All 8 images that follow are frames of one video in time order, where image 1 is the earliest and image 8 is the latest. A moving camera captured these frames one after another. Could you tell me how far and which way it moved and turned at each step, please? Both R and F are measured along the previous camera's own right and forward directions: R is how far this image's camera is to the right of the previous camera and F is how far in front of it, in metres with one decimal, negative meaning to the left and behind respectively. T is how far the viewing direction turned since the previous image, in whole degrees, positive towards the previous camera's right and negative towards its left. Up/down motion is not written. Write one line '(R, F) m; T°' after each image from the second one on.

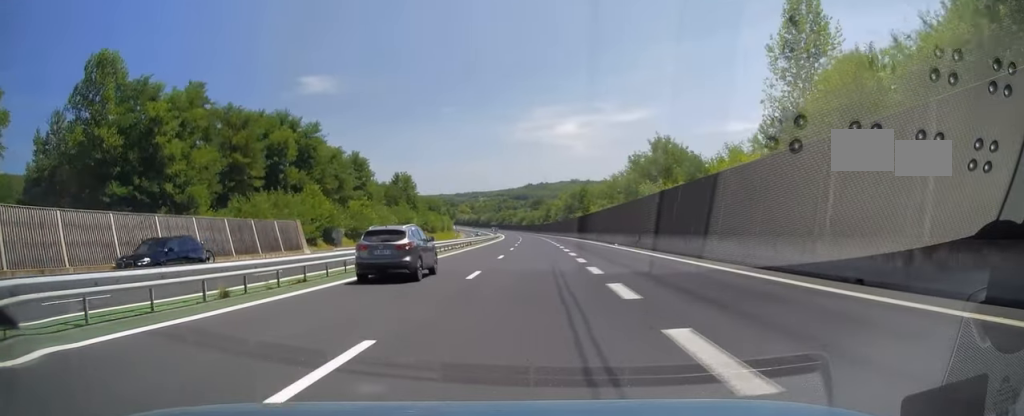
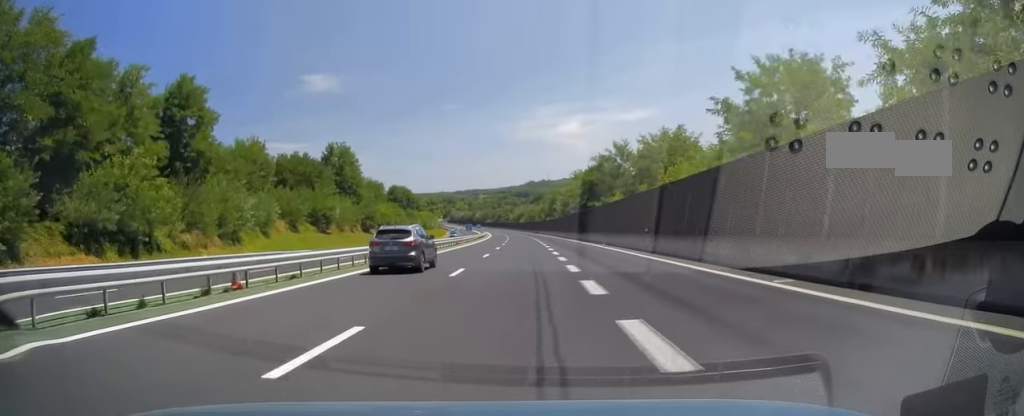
(-0.4, +50.3) m; -1°
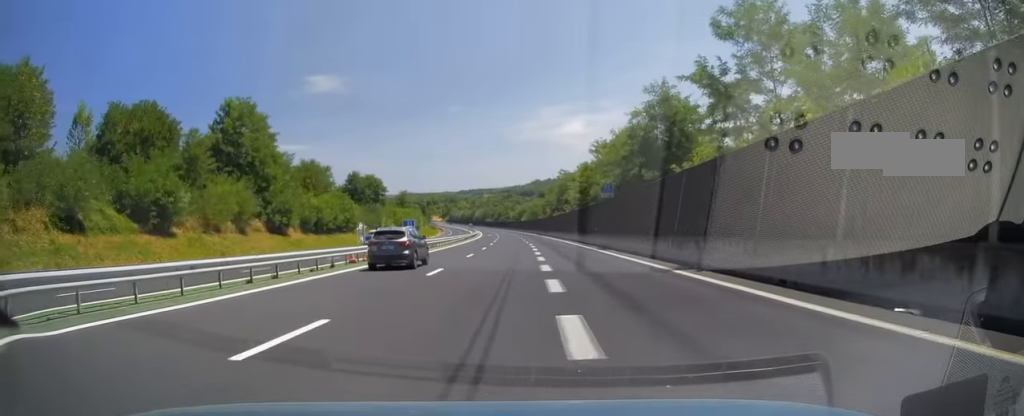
(0.0, +37.8) m; 0°
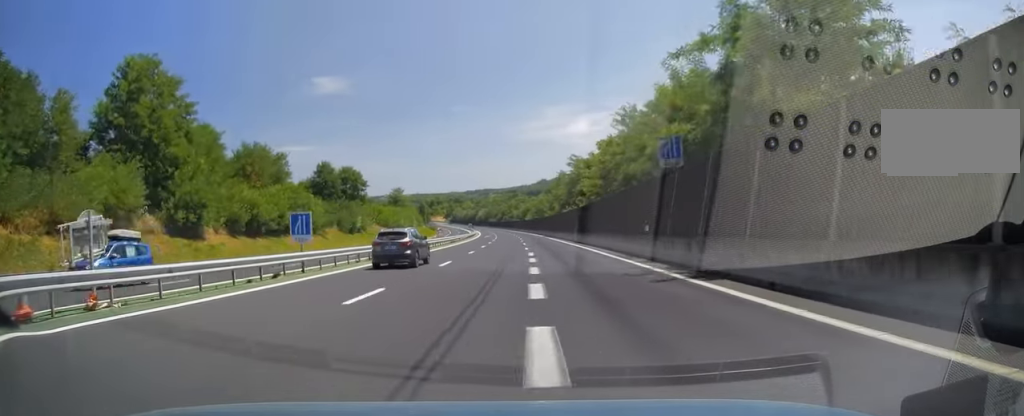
(0.0, +20.4) m; -1°
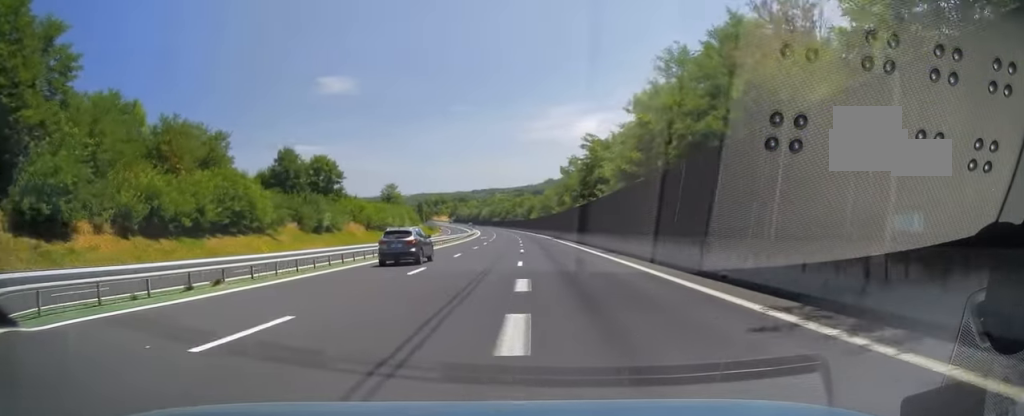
(-0.1, +18.1) m; 0°
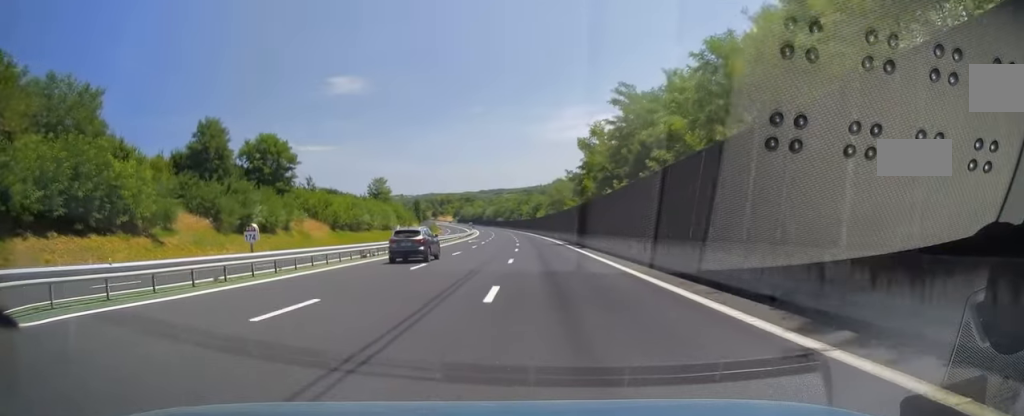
(-0.2, +23.3) m; -1°
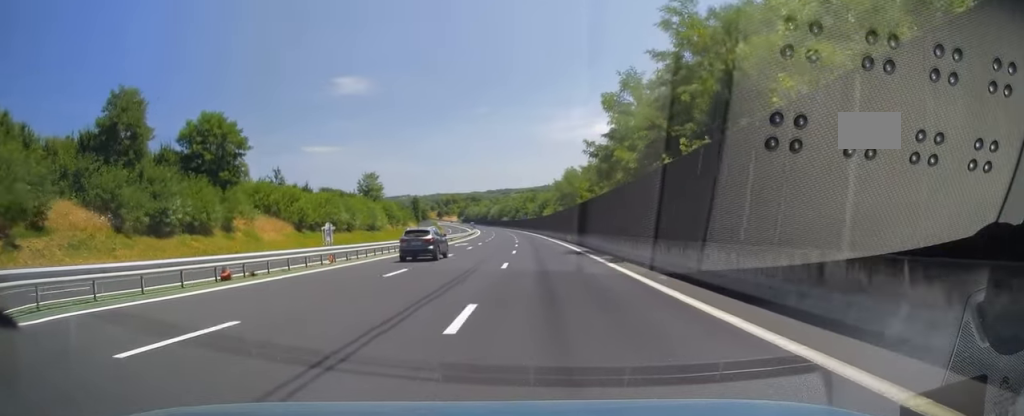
(0.0, +16.3) m; 0°
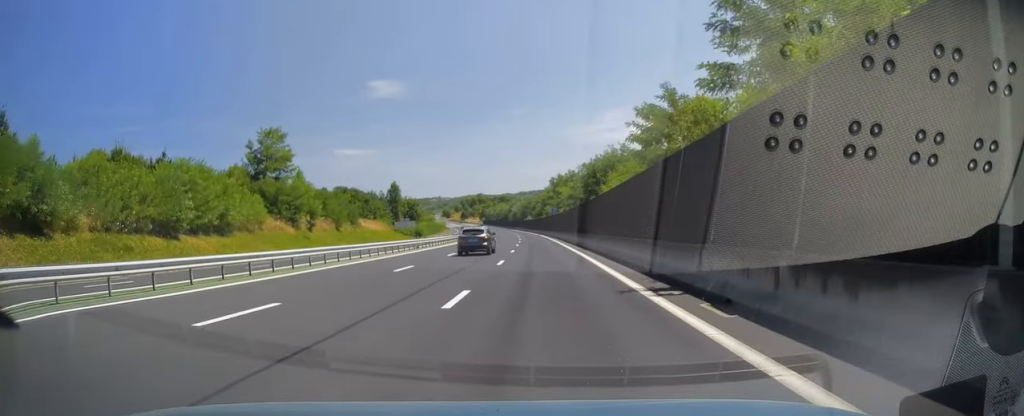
(-1.6, +75.2) m; -3°
